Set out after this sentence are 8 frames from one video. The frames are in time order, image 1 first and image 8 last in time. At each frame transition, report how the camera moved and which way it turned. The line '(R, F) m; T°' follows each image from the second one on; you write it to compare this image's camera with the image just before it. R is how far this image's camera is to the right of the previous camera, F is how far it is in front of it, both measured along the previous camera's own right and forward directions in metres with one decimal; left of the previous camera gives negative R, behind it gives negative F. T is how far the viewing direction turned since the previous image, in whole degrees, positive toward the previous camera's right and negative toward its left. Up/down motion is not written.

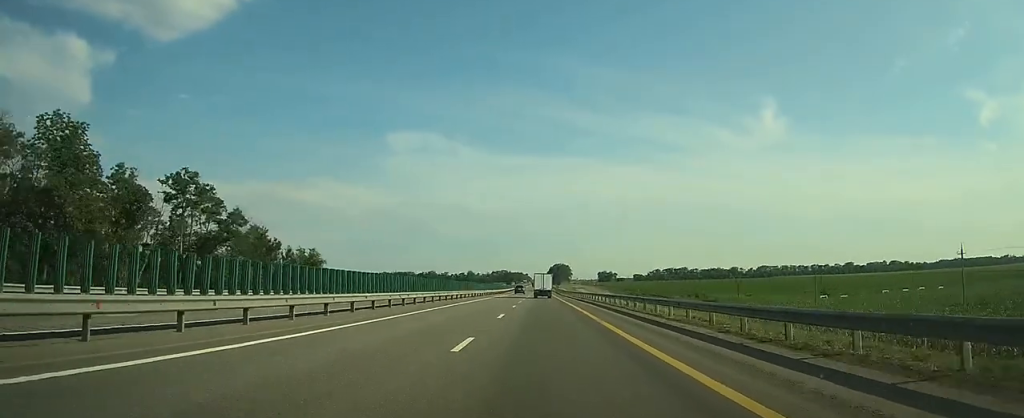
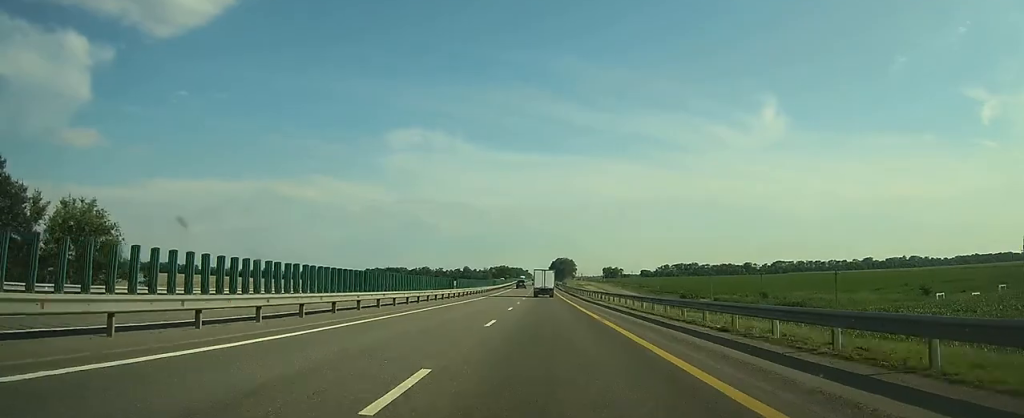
(0.0, +53.5) m; 0°
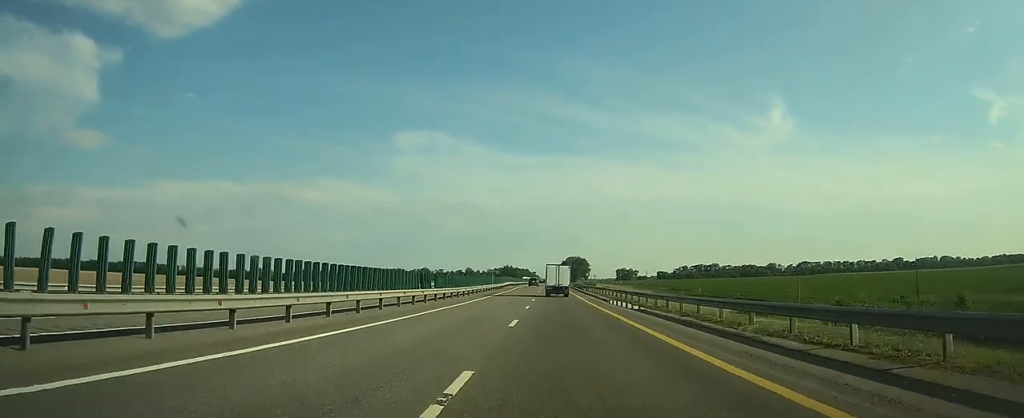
(-0.2, +59.4) m; -1°
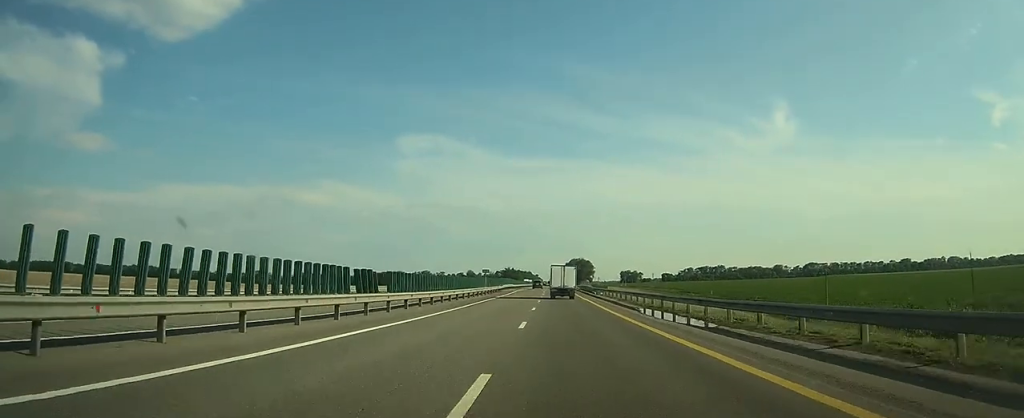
(0.0, +11.9) m; 0°
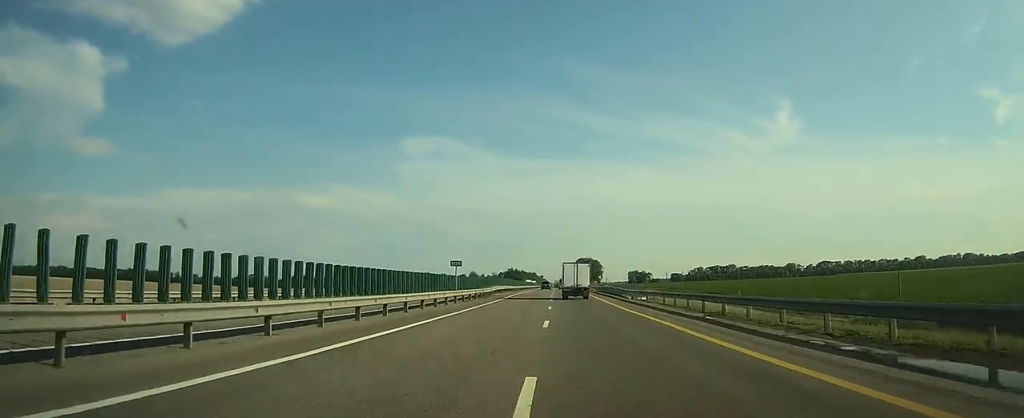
(-0.1, +23.8) m; 0°
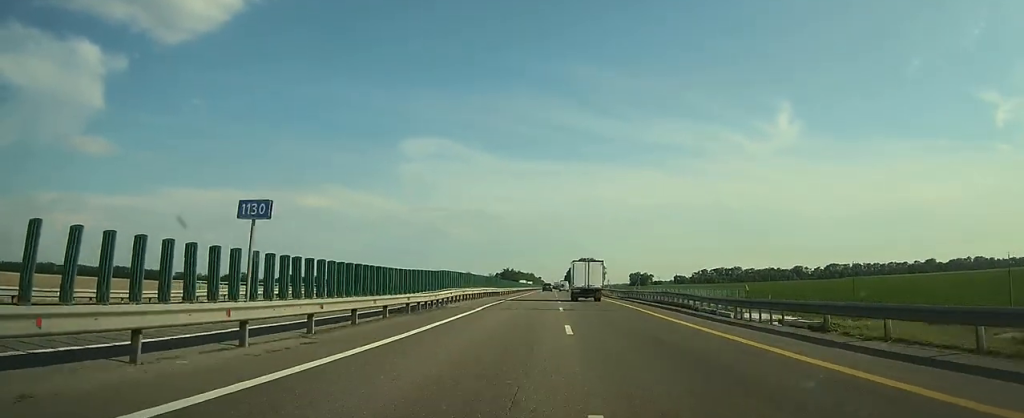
(-0.1, +25.8) m; 0°
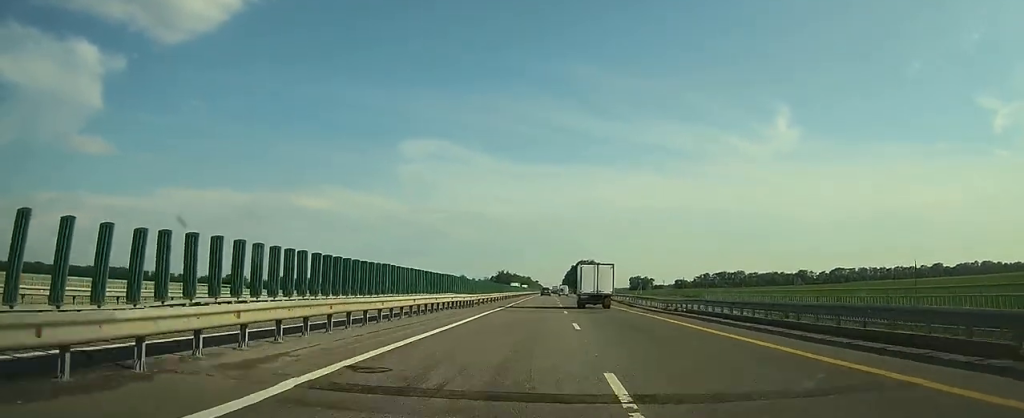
(0.0, +20.9) m; 0°
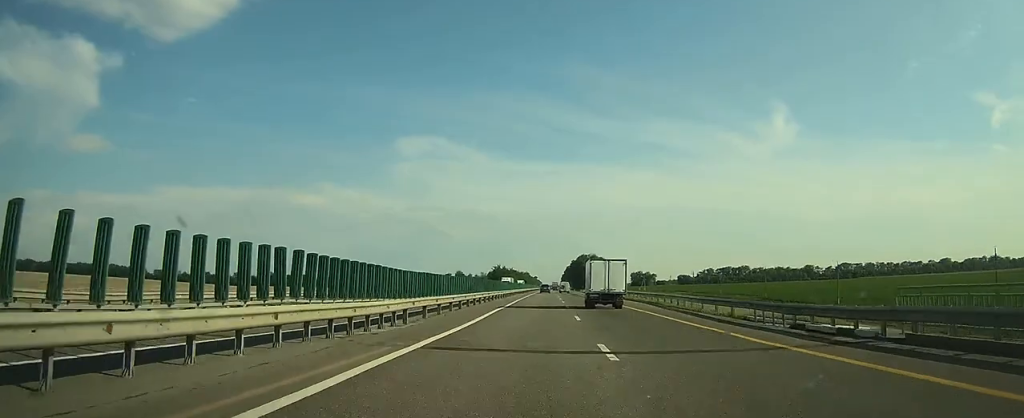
(0.0, +18.9) m; 0°
